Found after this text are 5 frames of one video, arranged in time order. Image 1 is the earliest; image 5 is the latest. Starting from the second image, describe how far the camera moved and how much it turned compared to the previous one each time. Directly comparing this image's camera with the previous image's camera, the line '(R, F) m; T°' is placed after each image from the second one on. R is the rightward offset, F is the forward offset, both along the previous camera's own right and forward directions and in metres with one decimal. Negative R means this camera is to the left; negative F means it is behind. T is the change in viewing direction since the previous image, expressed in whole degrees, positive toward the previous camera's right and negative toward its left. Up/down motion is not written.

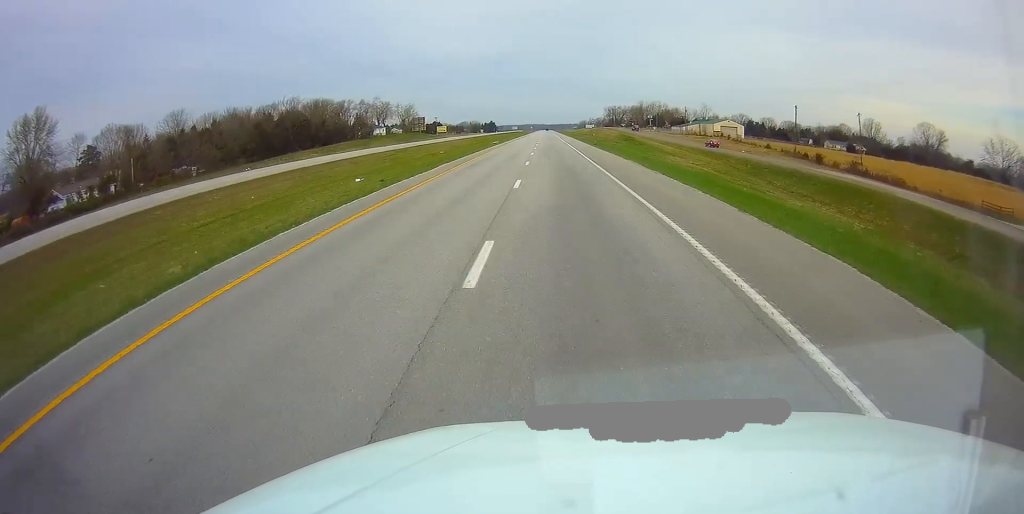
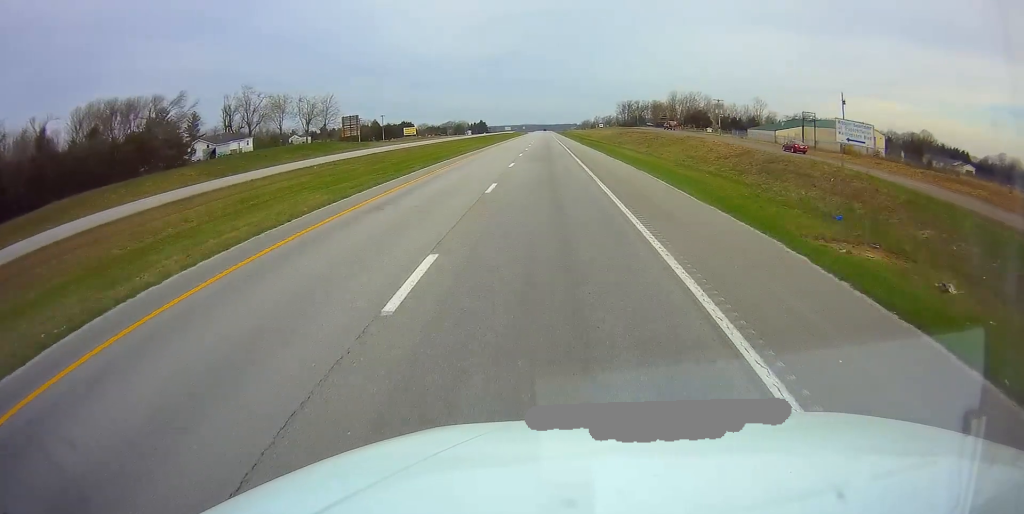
(+0.4, +99.6) m; 0°
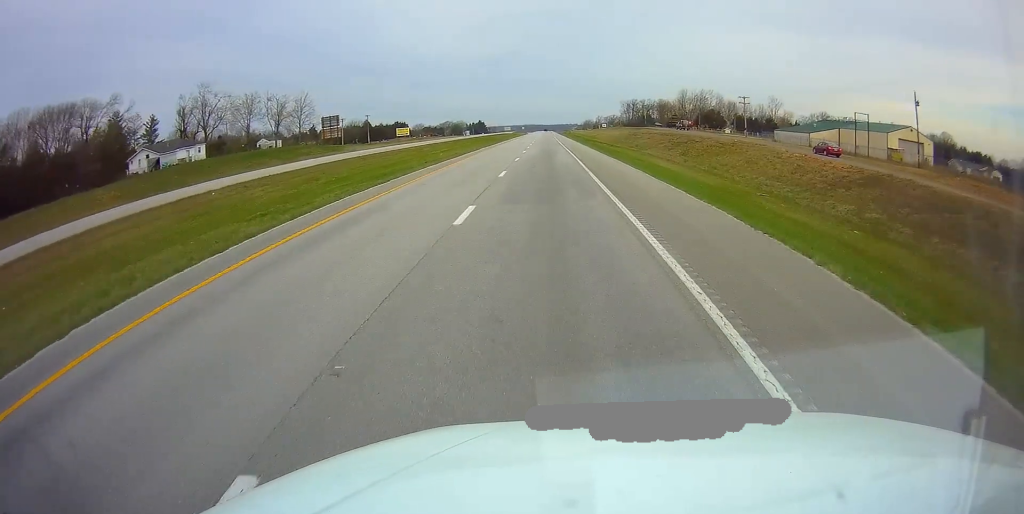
(0.0, +18.7) m; 0°
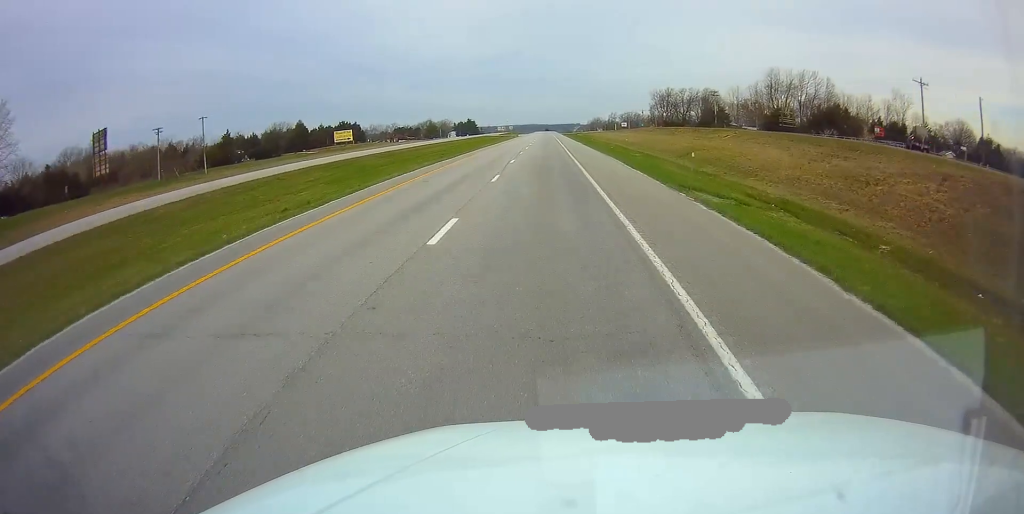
(-0.6, +100.3) m; -1°
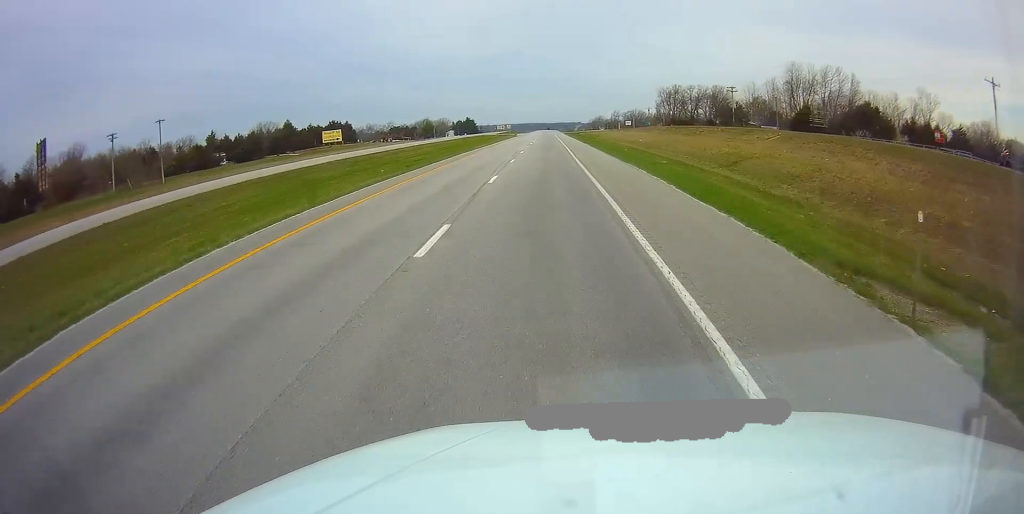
(0.0, +13.4) m; 0°
